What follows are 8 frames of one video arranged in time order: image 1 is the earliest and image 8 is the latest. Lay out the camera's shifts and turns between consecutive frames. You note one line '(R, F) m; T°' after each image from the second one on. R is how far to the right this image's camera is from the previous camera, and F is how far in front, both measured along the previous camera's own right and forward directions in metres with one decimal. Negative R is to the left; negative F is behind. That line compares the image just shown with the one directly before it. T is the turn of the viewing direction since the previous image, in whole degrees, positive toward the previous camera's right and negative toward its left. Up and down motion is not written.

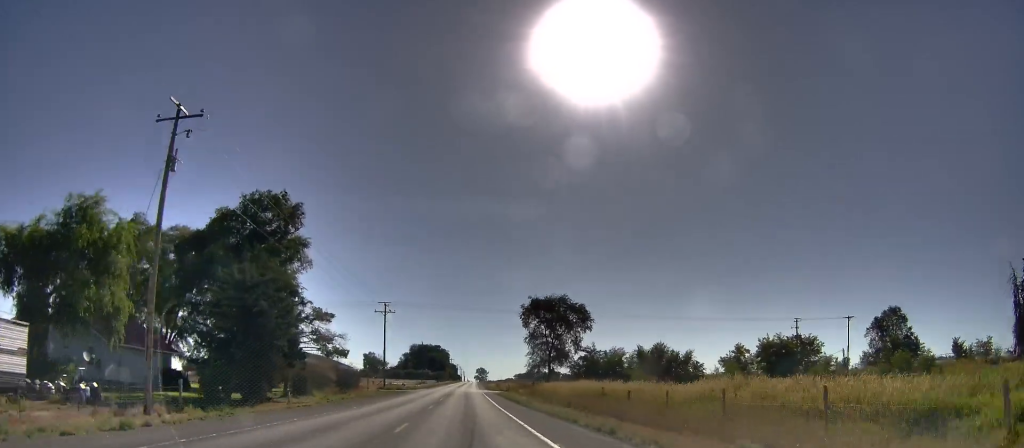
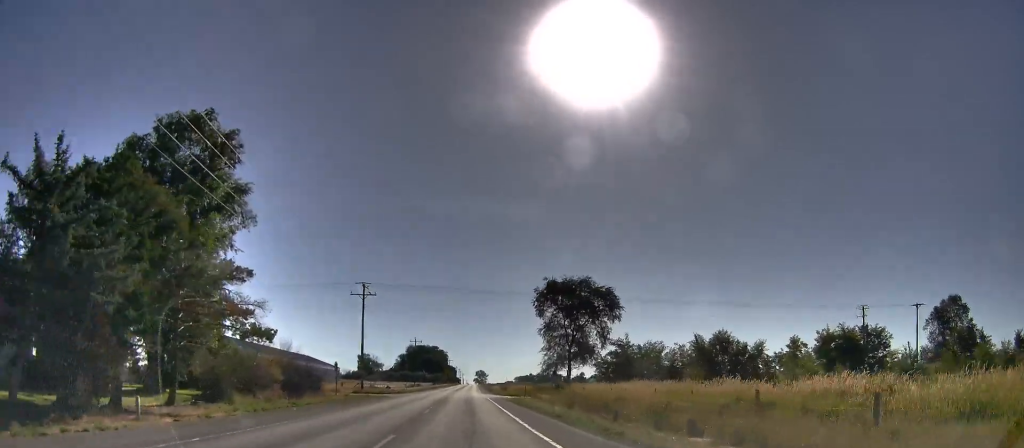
(0.0, +19.5) m; 0°
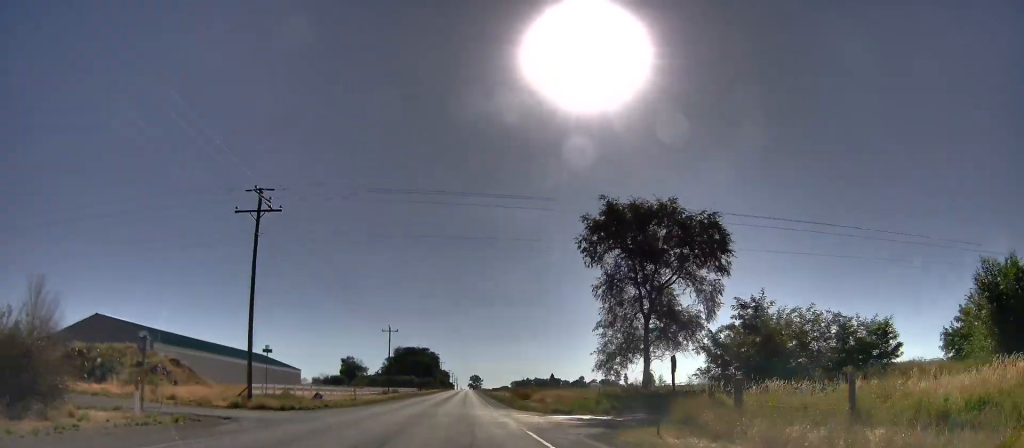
(0.0, +36.9) m; 0°
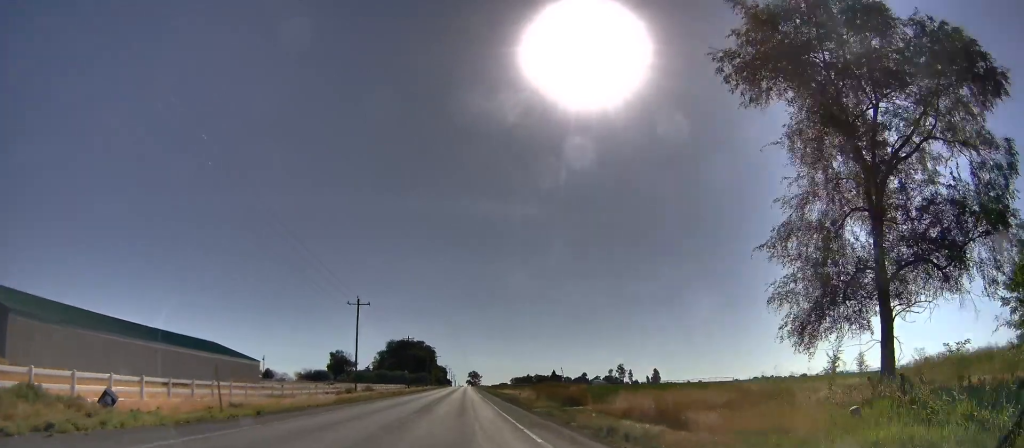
(0.0, +27.8) m; 0°
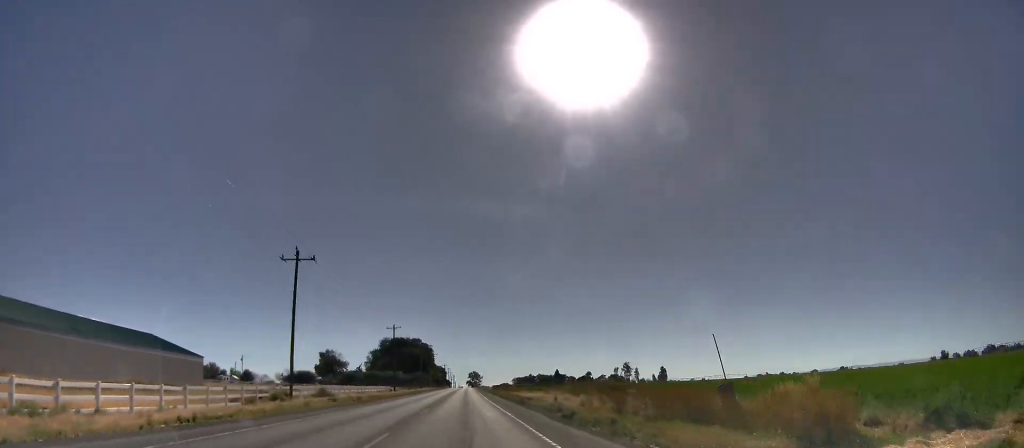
(0.0, +25.6) m; 0°
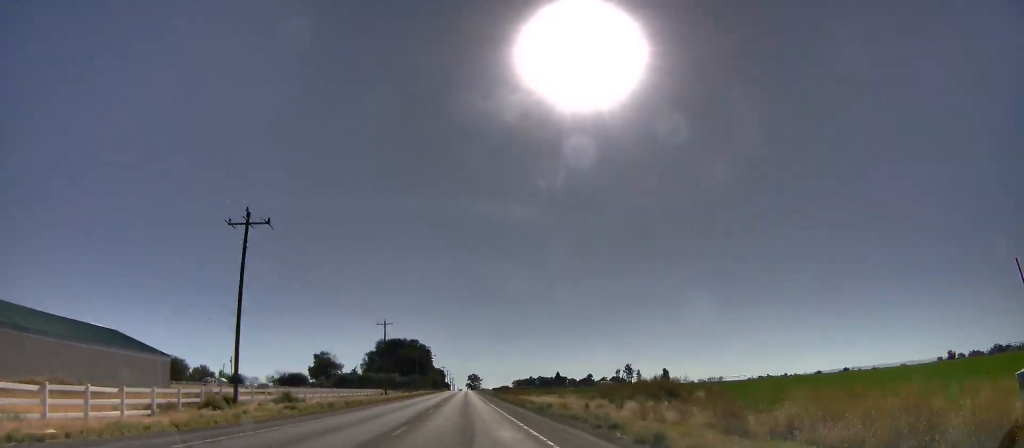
(0.0, +10.5) m; 0°
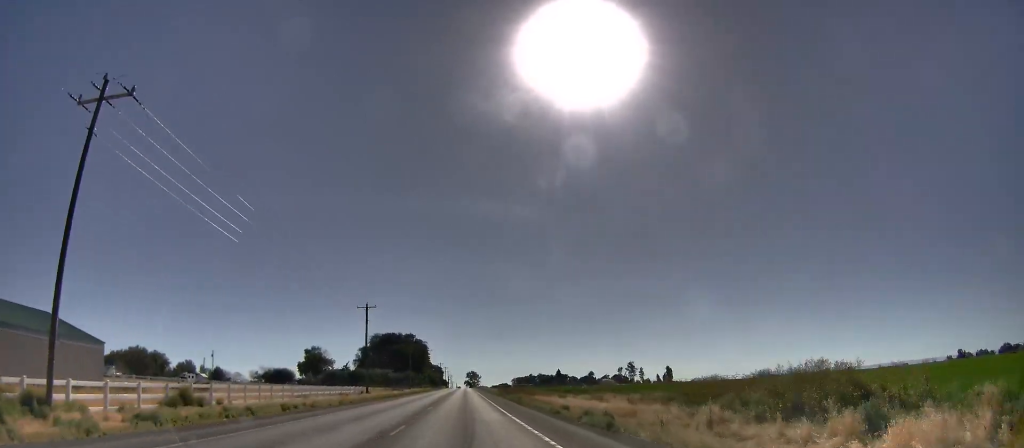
(0.0, +15.8) m; -1°
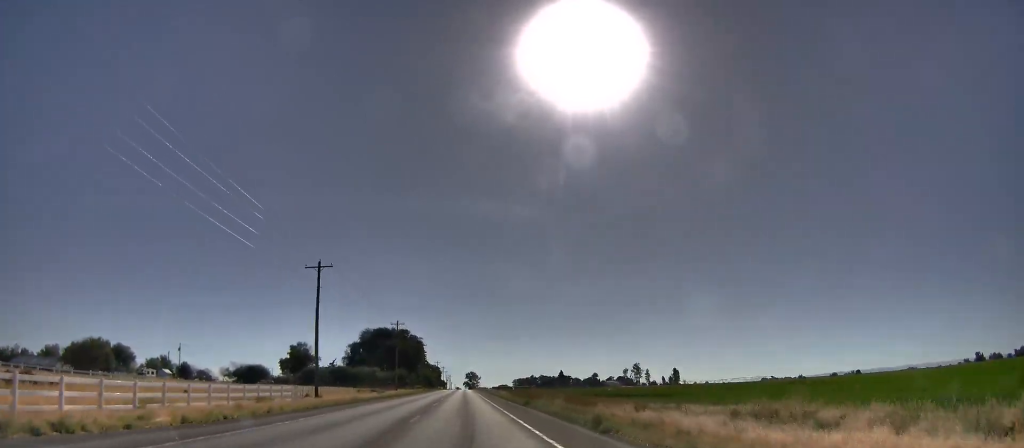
(-0.5, +24.6) m; -2°
